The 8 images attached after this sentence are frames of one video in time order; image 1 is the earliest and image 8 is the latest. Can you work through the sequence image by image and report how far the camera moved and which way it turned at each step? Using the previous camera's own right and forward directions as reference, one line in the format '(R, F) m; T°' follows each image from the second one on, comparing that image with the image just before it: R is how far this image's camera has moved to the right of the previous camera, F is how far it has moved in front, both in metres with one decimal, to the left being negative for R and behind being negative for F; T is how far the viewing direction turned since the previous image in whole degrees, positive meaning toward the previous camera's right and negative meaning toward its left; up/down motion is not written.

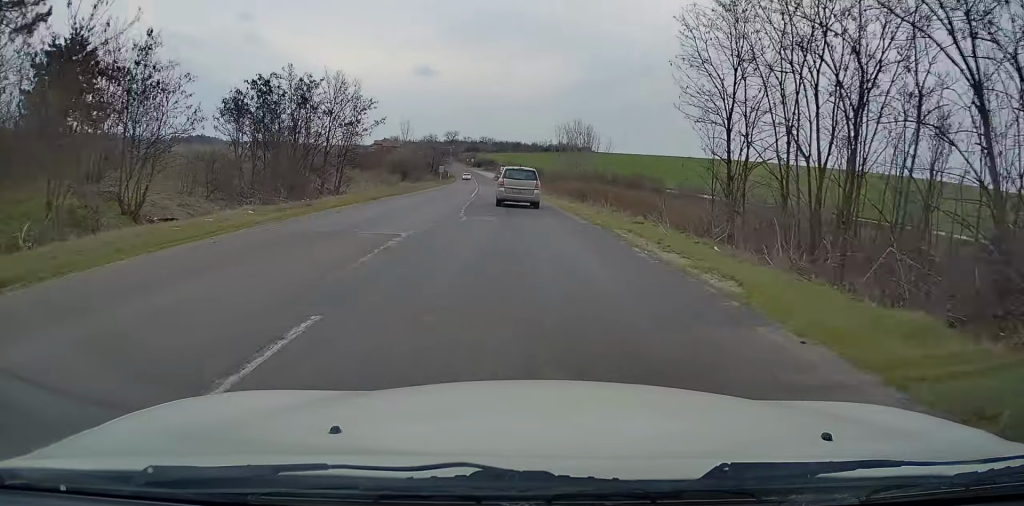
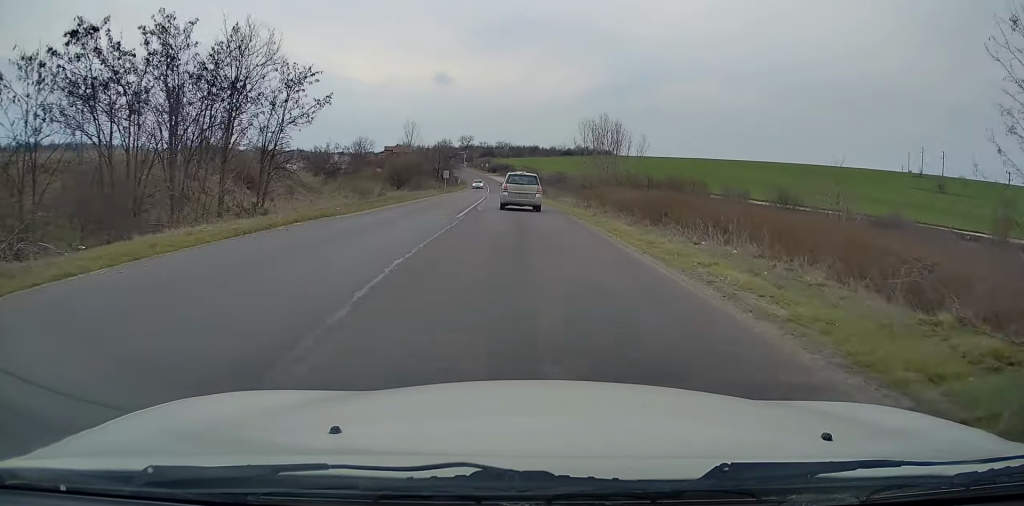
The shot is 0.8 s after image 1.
(-0.2, +15.4) m; -2°
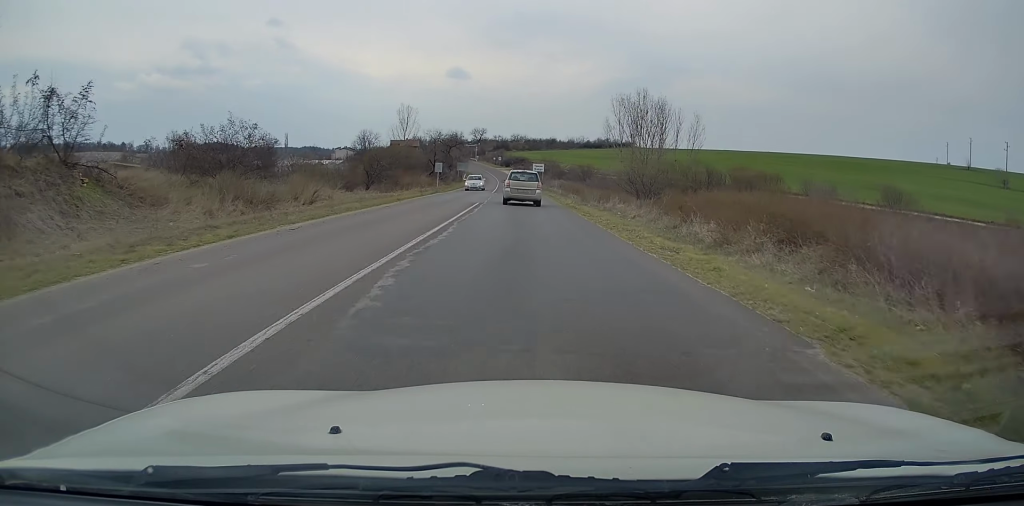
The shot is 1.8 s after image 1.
(-0.4, +21.5) m; -2°
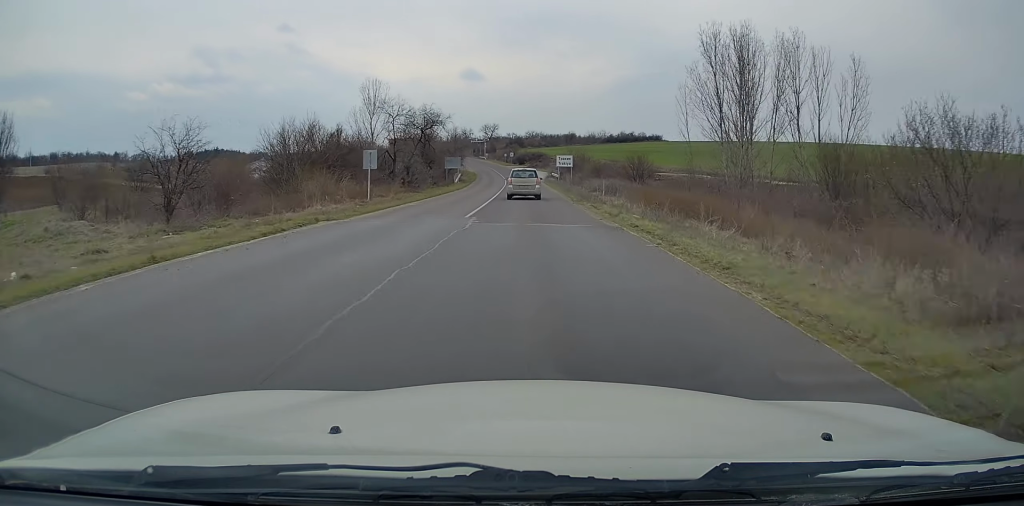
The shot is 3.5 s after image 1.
(-0.7, +33.3) m; -2°
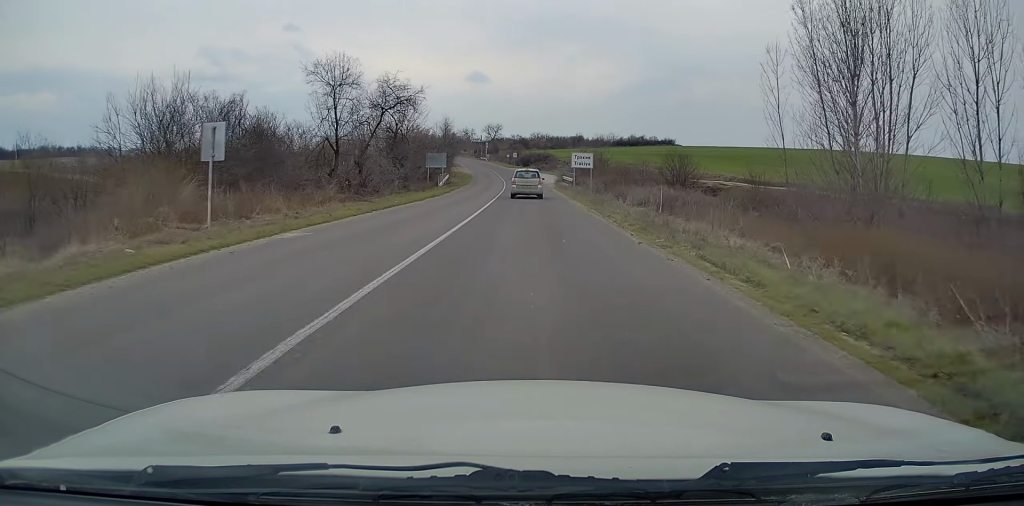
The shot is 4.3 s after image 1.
(-0.2, +16.6) m; 0°
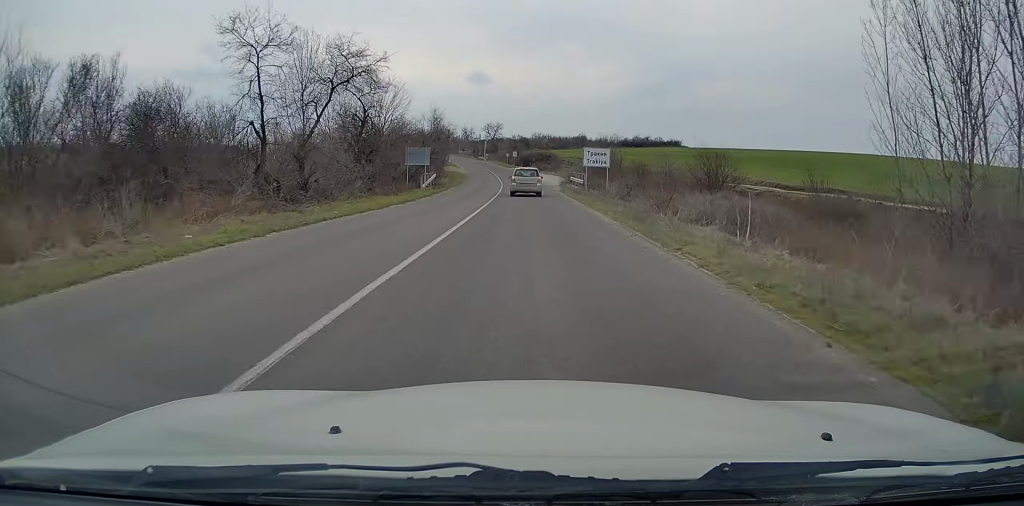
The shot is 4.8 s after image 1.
(0.0, +10.0) m; 0°
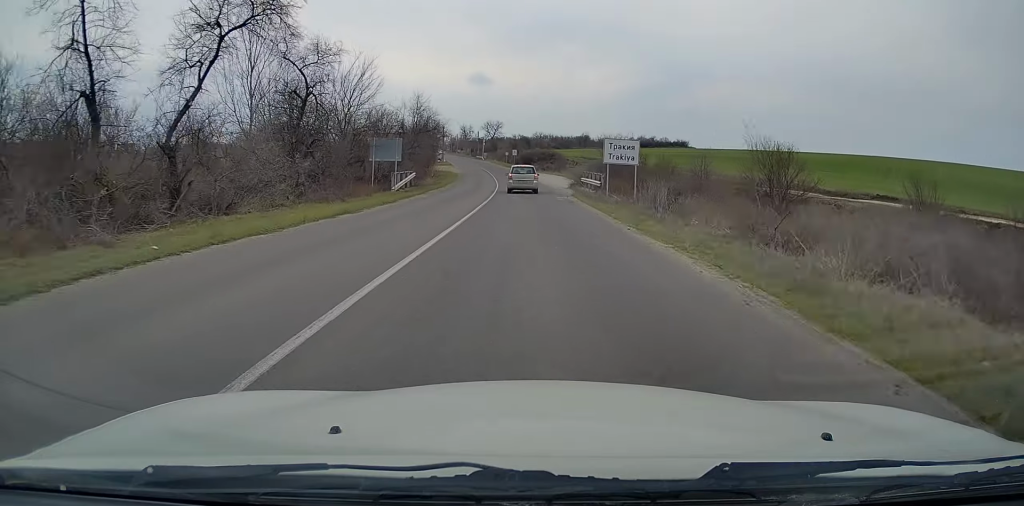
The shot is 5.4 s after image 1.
(+0.1, +10.7) m; 0°
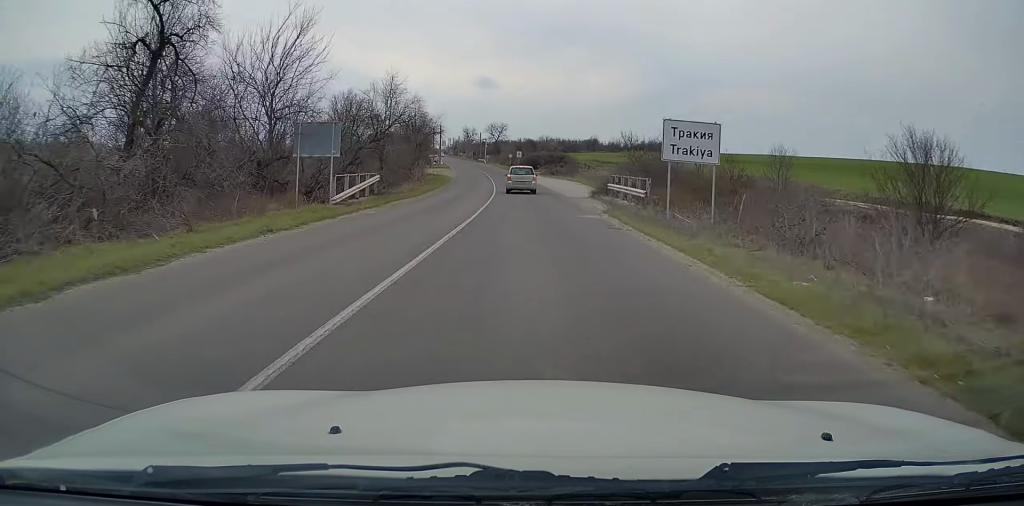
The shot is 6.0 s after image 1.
(0.0, +12.5) m; 0°
